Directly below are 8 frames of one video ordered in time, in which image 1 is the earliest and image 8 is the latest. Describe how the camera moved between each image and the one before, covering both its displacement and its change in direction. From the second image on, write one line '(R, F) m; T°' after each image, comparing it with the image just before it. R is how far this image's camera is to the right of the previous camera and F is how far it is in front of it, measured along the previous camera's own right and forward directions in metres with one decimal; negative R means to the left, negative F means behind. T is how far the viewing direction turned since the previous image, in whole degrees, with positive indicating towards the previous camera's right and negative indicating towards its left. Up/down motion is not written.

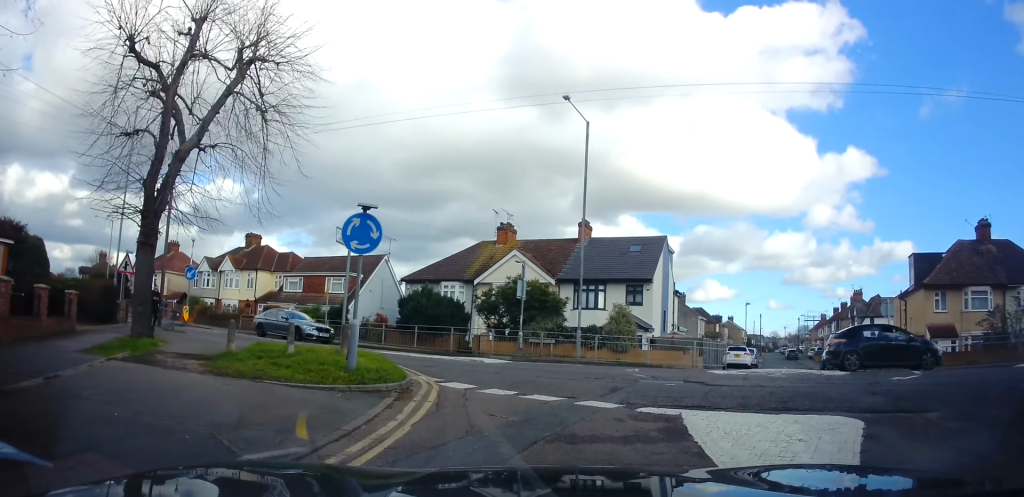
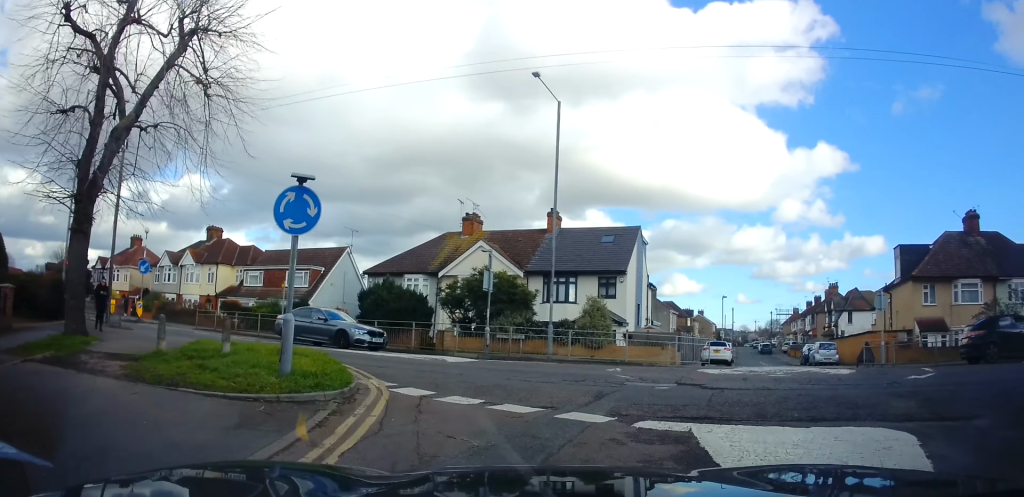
(-0.1, +1.8) m; 0°
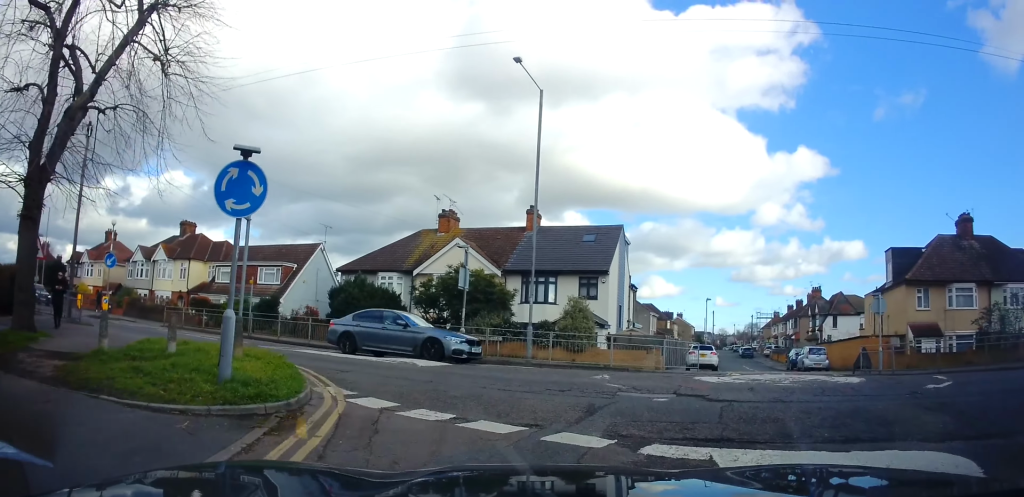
(+0.1, +1.2) m; +1°
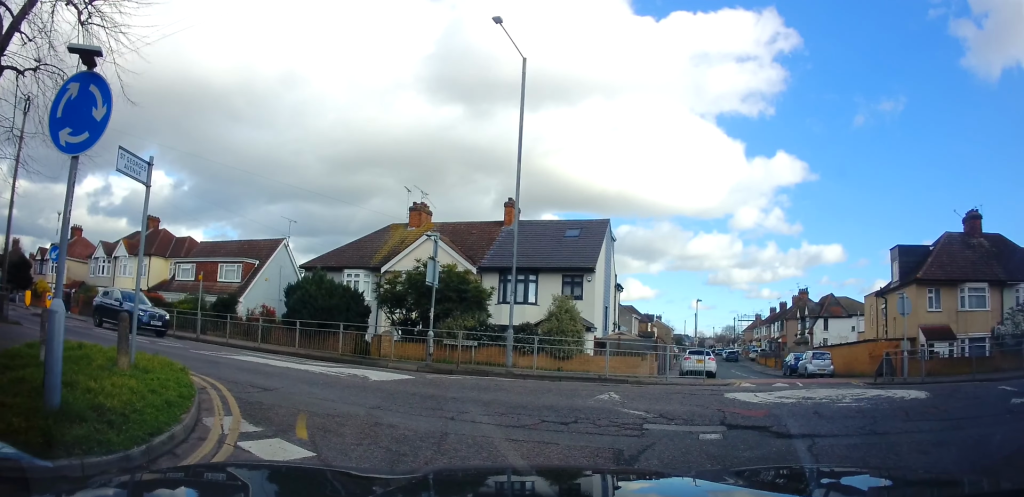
(0.0, +2.7) m; +1°
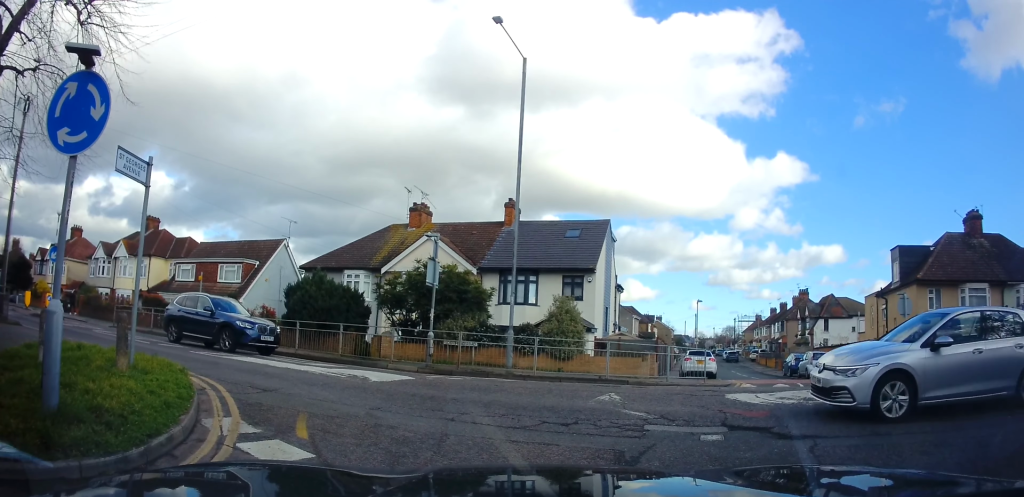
(0.0, +0.3) m; 0°
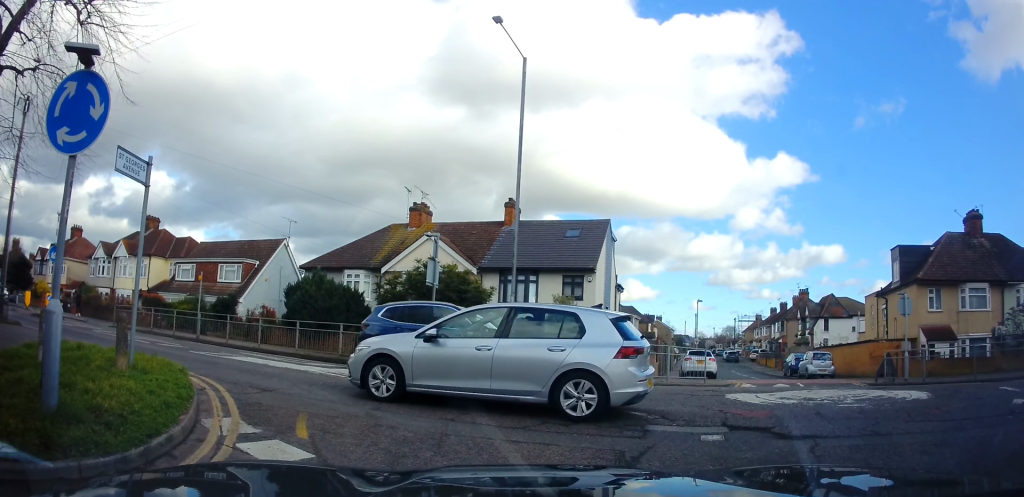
(0.0, 0.0) m; 0°
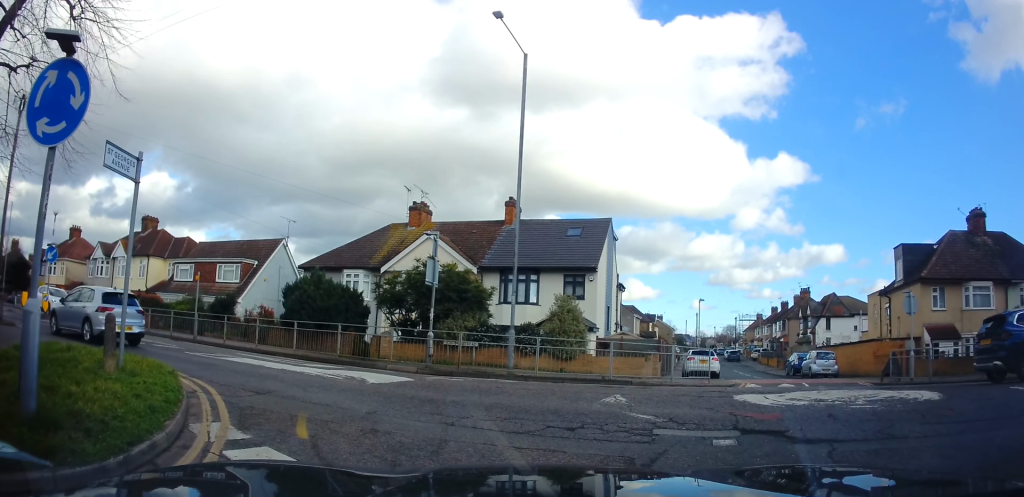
(+0.2, +0.3) m; 0°
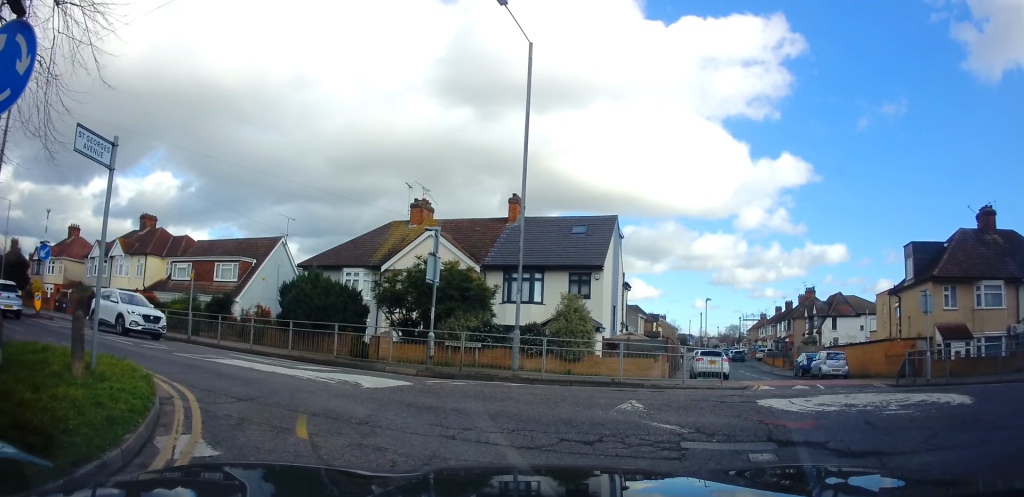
(+0.3, +0.6) m; 0°
